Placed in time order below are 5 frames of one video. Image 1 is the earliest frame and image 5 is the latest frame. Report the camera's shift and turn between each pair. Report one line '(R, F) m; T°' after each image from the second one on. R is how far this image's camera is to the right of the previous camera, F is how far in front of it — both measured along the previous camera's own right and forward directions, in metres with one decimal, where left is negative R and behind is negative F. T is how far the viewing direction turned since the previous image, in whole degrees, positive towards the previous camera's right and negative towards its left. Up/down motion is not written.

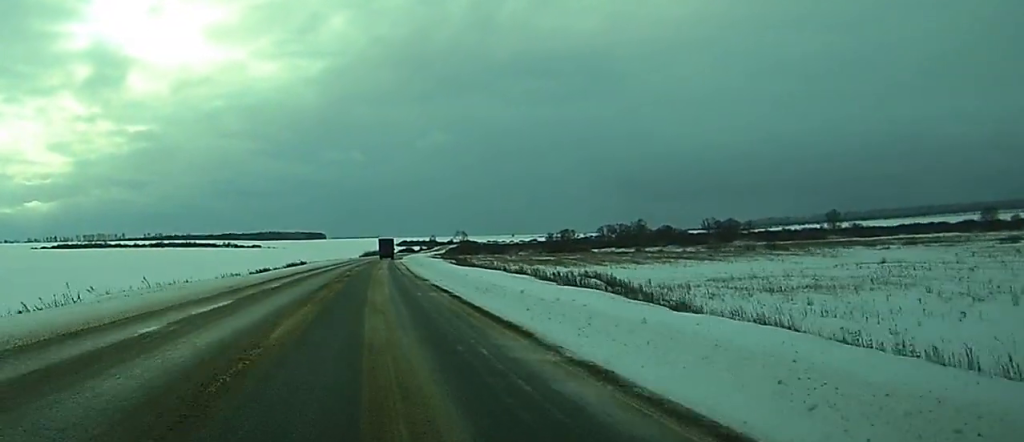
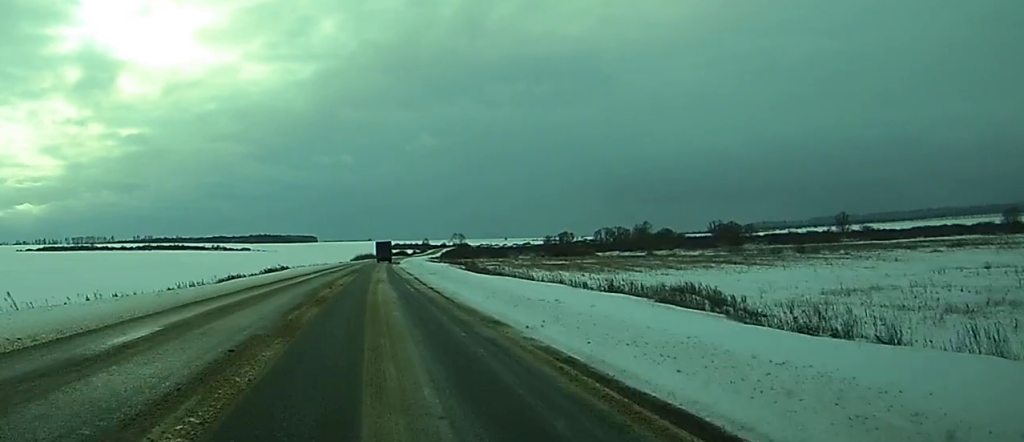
(0.0, +21.2) m; 0°
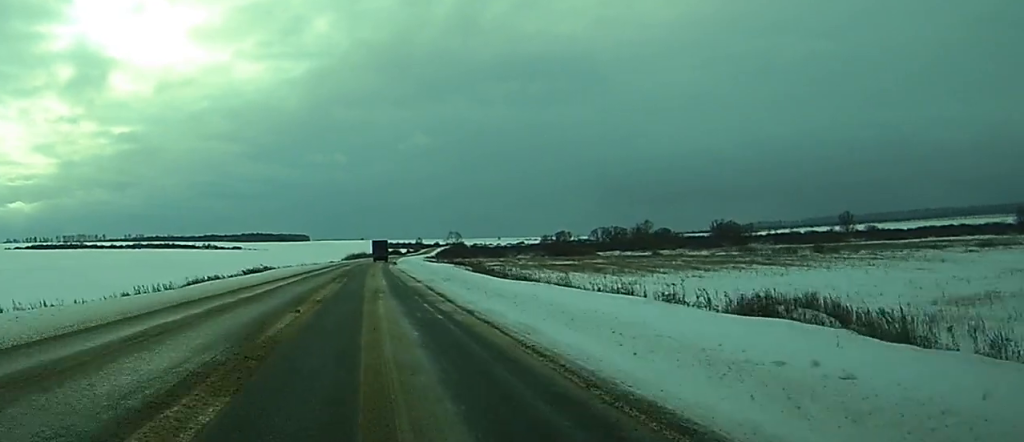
(0.0, +13.0) m; 0°
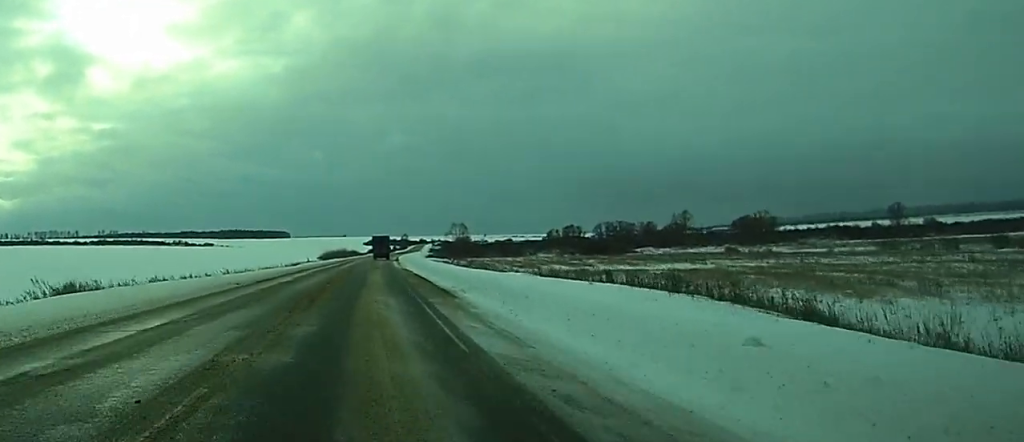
(+0.8, +70.9) m; +1°
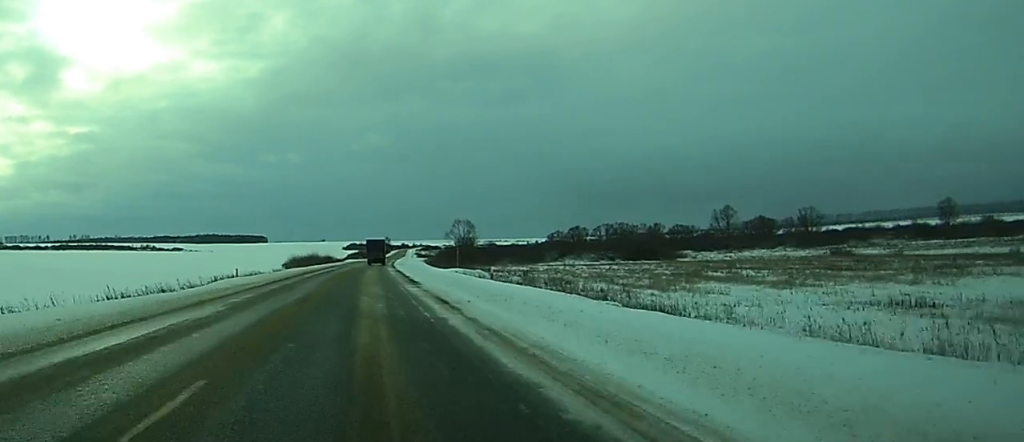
(+1.2, +58.7) m; +2°
